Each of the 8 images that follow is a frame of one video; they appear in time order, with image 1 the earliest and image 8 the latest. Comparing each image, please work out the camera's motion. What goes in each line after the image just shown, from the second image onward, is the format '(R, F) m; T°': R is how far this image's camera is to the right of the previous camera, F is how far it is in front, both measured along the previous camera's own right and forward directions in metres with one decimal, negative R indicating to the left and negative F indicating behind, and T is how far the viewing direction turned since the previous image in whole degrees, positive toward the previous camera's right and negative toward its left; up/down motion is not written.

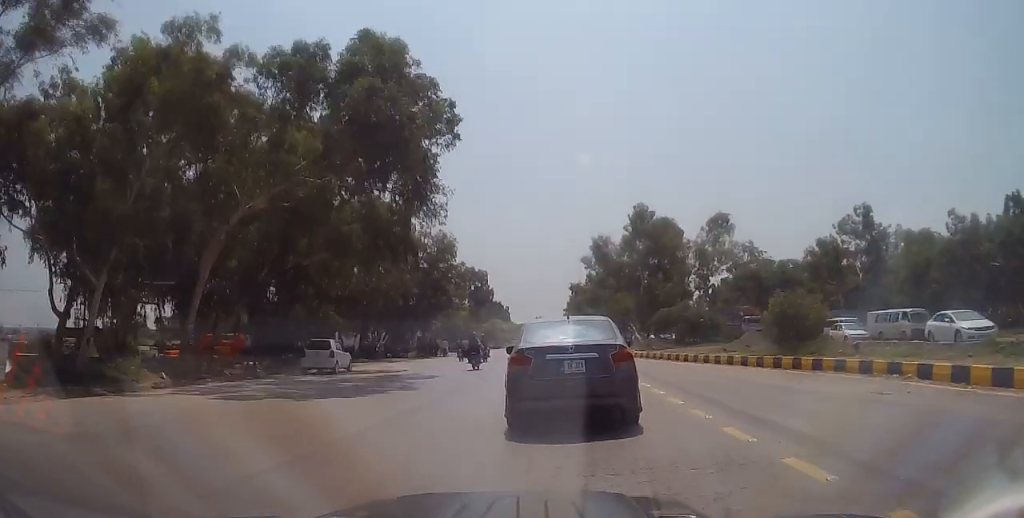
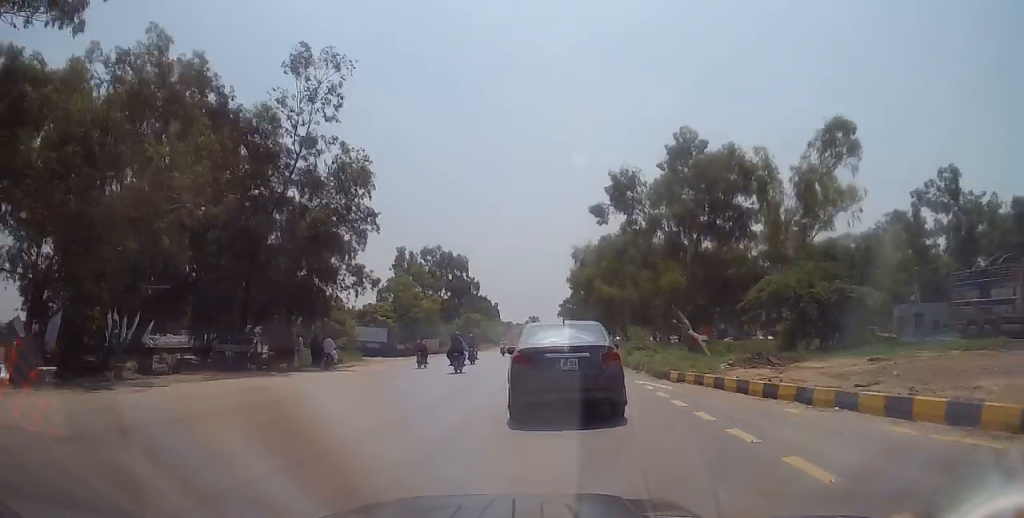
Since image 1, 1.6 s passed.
(+0.1, +28.0) m; 0°
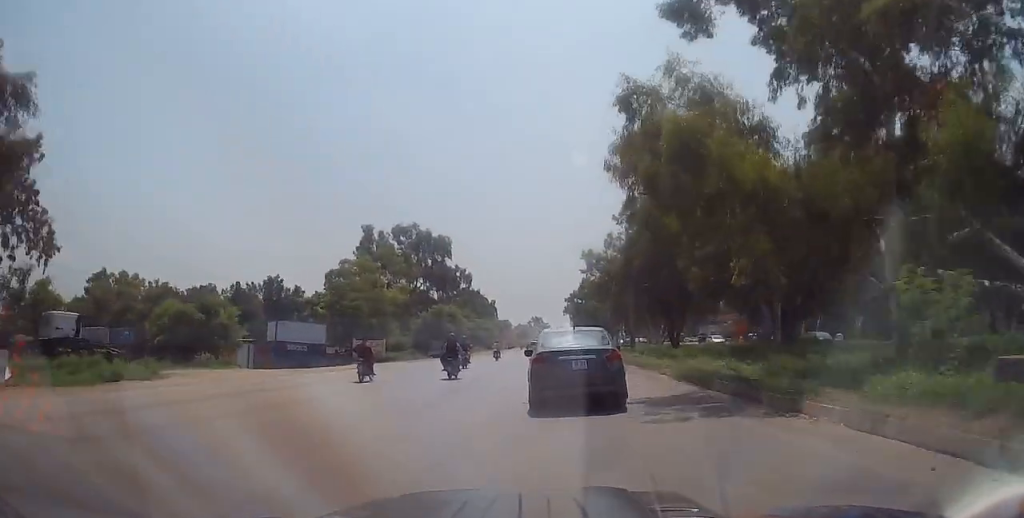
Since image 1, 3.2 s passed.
(-0.4, +27.4) m; 0°
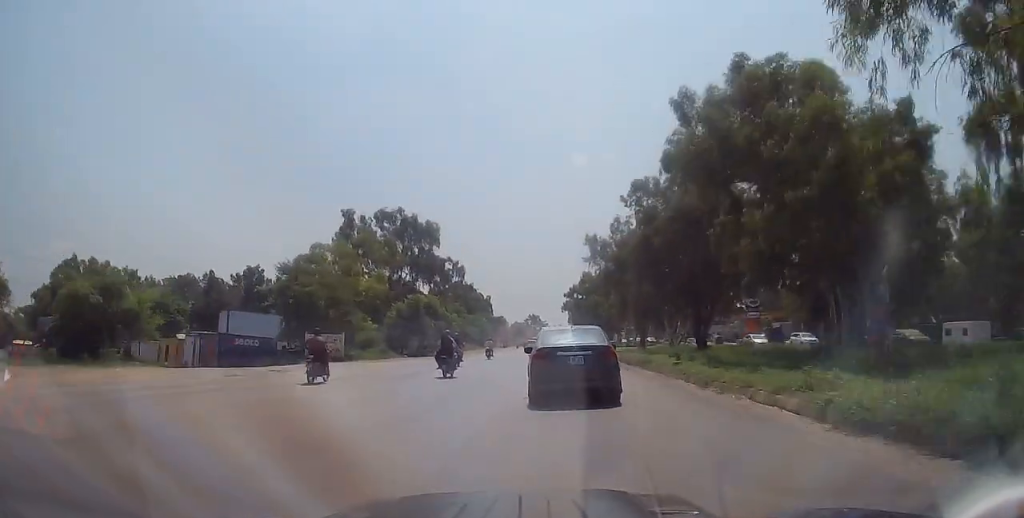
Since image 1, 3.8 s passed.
(+0.1, +9.9) m; 0°
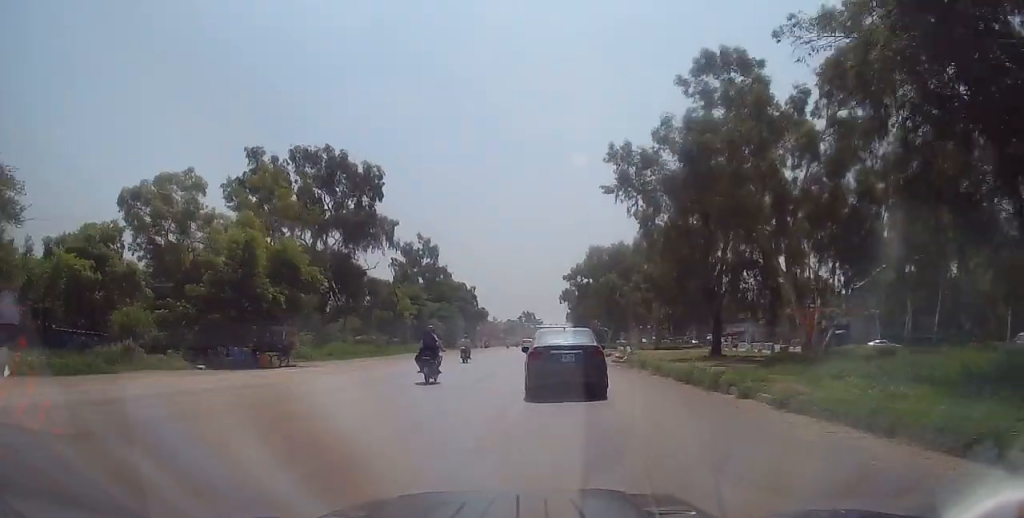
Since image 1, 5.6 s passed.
(-0.2, +31.1) m; -1°
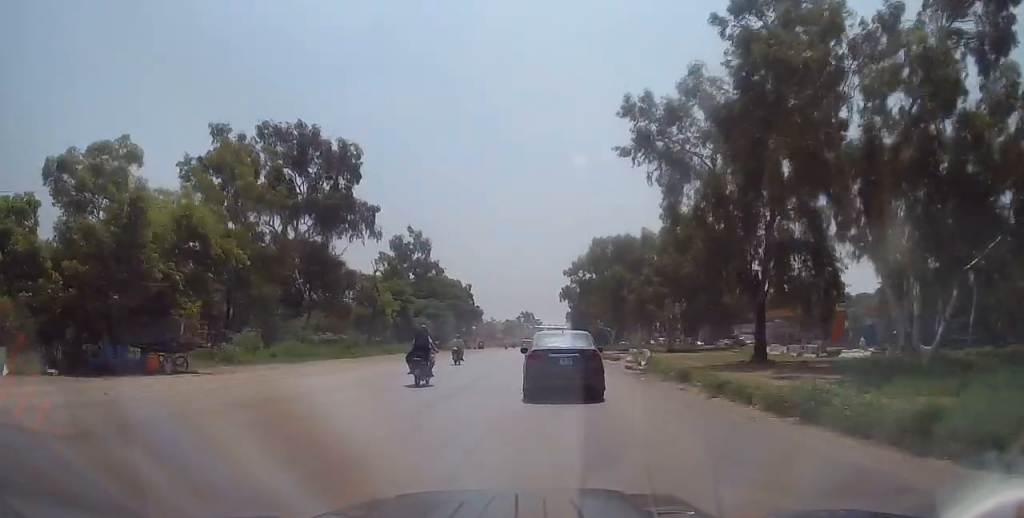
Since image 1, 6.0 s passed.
(0.0, +7.7) m; +1°
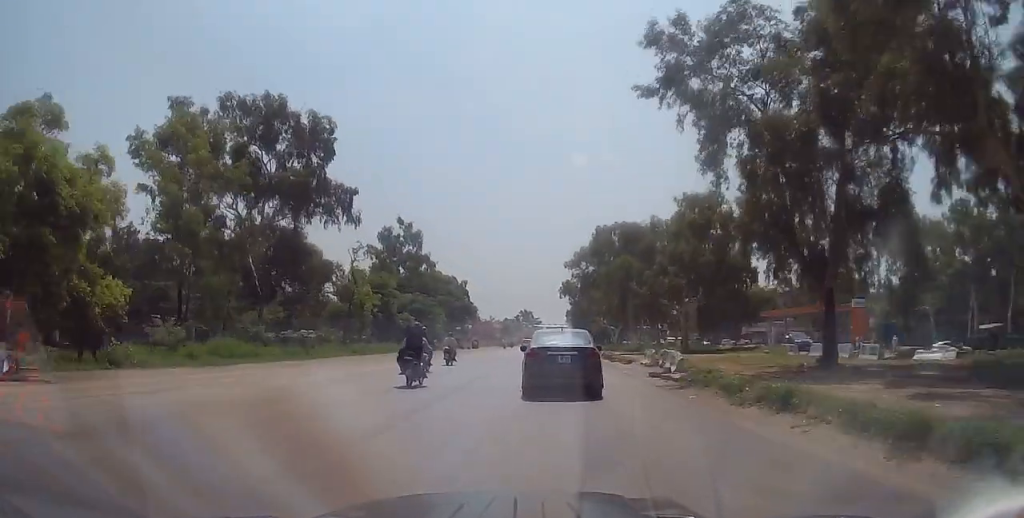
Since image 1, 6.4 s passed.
(-0.1, +7.2) m; +1°
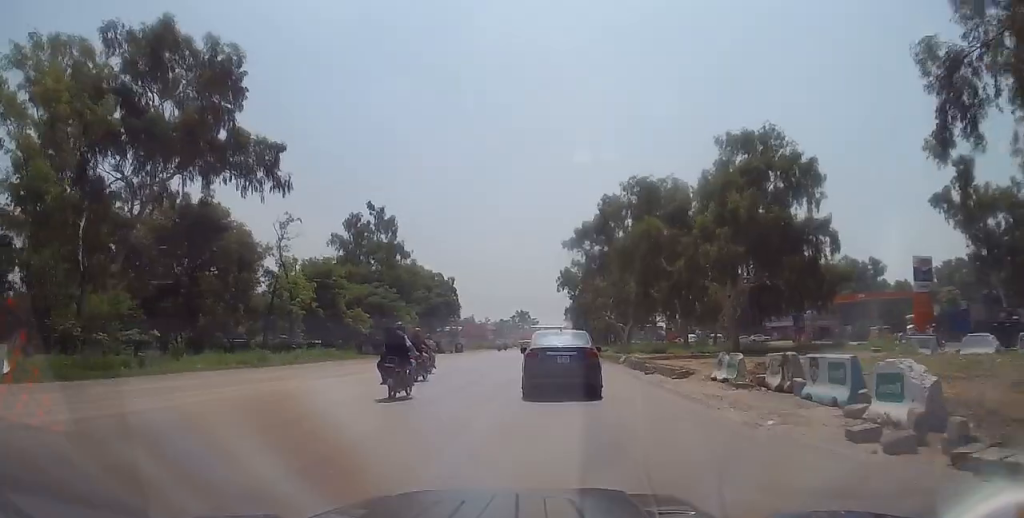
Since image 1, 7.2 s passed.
(+0.3, +15.3) m; 0°
